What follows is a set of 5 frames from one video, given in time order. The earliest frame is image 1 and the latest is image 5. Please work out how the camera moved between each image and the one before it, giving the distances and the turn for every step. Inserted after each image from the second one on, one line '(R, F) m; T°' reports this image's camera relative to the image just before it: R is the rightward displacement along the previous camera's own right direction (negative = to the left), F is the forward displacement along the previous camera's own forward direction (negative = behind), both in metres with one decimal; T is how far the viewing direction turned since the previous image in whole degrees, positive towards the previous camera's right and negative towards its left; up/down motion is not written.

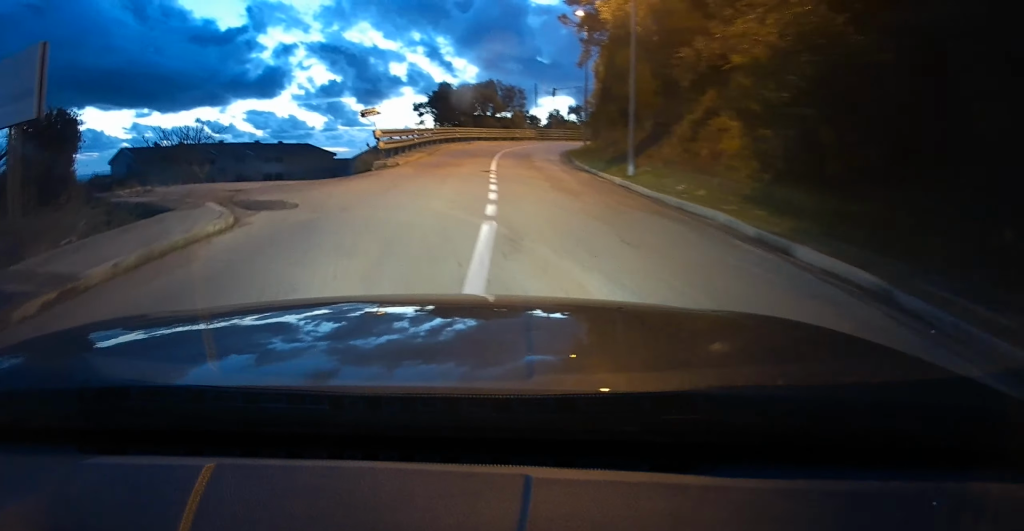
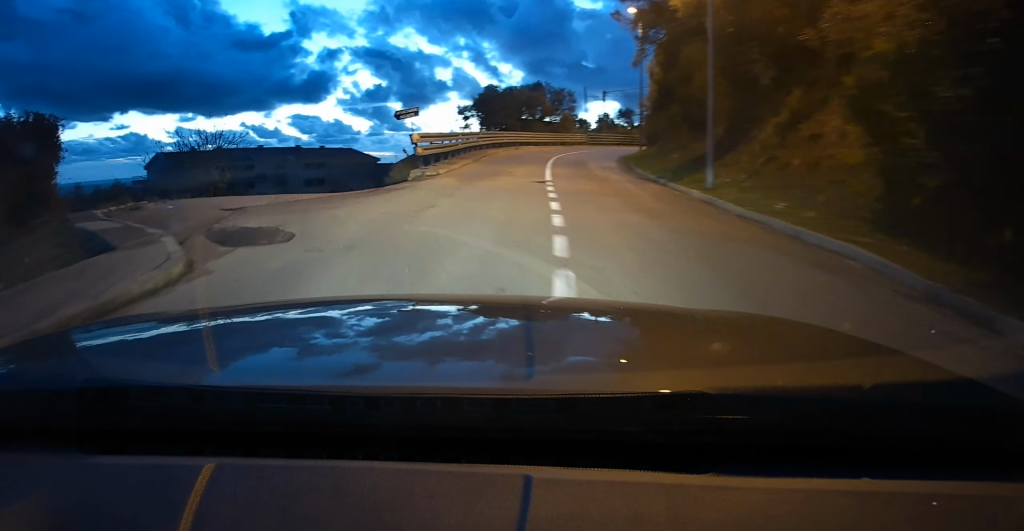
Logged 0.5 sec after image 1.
(+0.1, +3.2) m; -3°
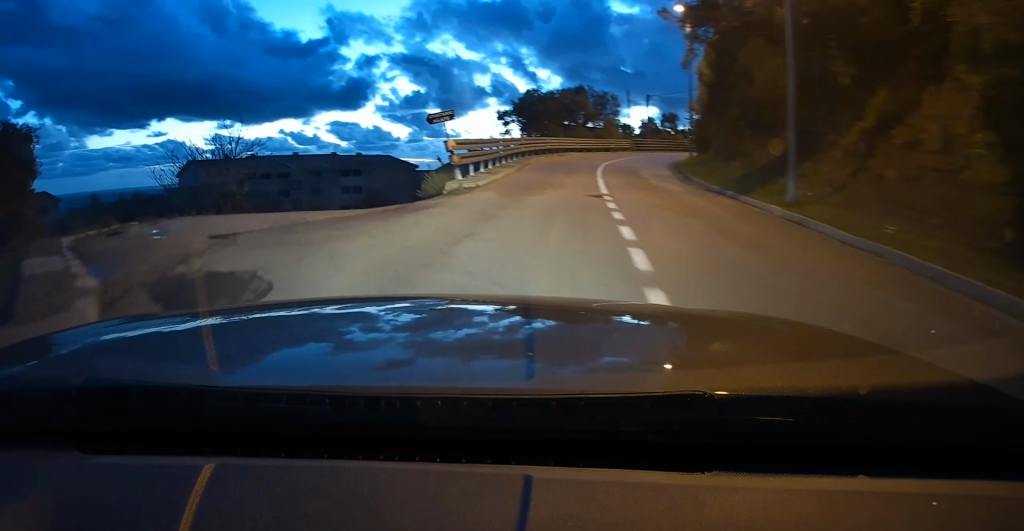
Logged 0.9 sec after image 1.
(-0.1, +2.6) m; -4°
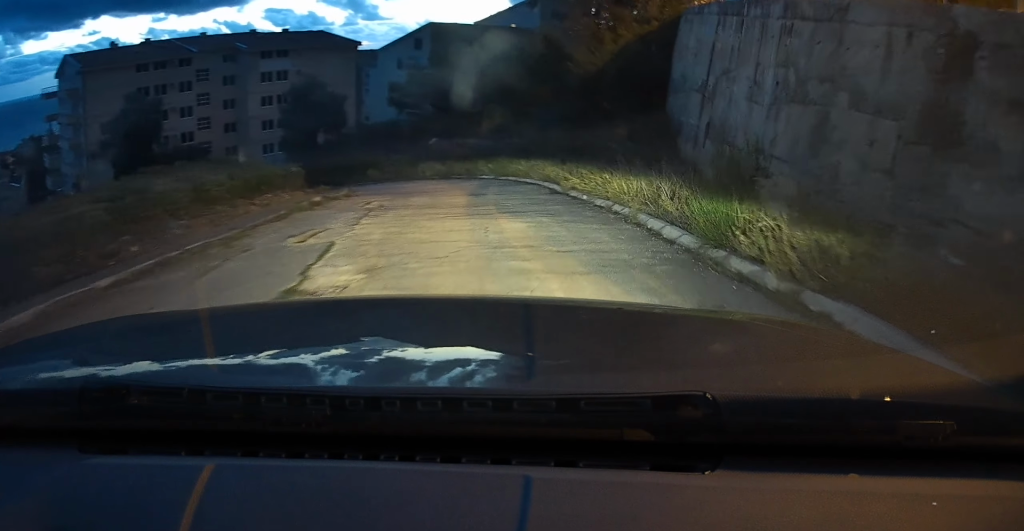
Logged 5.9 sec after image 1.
(-5.1, +24.8) m; +1°
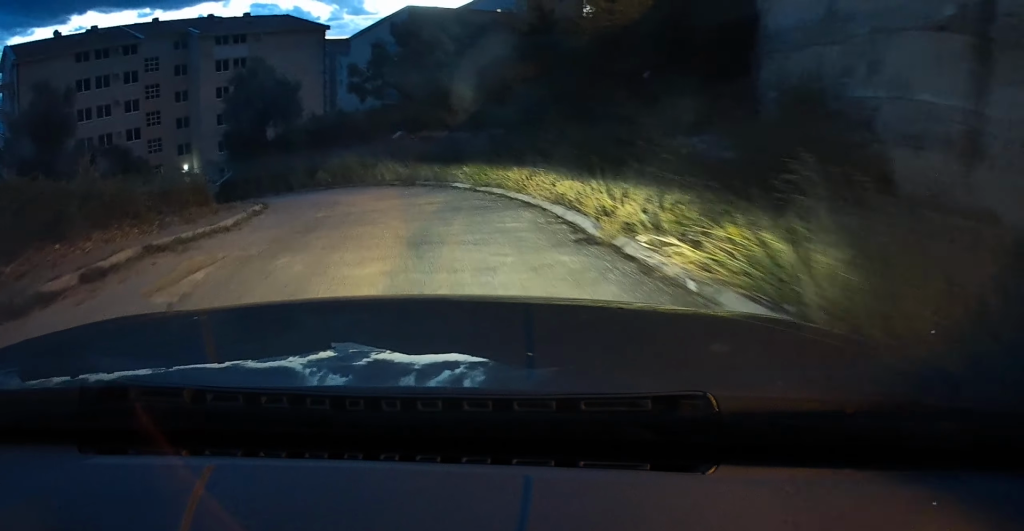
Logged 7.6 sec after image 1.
(+1.2, +8.7) m; +9°
